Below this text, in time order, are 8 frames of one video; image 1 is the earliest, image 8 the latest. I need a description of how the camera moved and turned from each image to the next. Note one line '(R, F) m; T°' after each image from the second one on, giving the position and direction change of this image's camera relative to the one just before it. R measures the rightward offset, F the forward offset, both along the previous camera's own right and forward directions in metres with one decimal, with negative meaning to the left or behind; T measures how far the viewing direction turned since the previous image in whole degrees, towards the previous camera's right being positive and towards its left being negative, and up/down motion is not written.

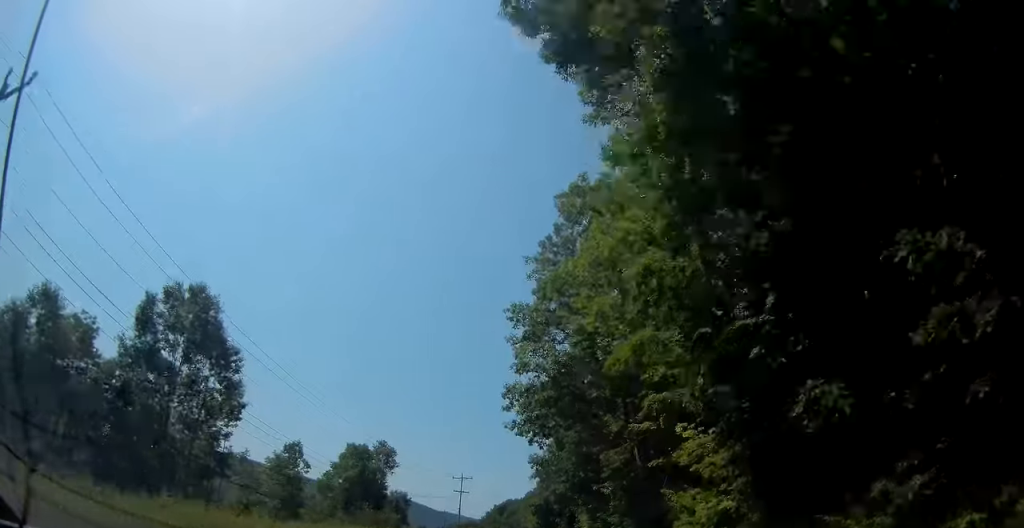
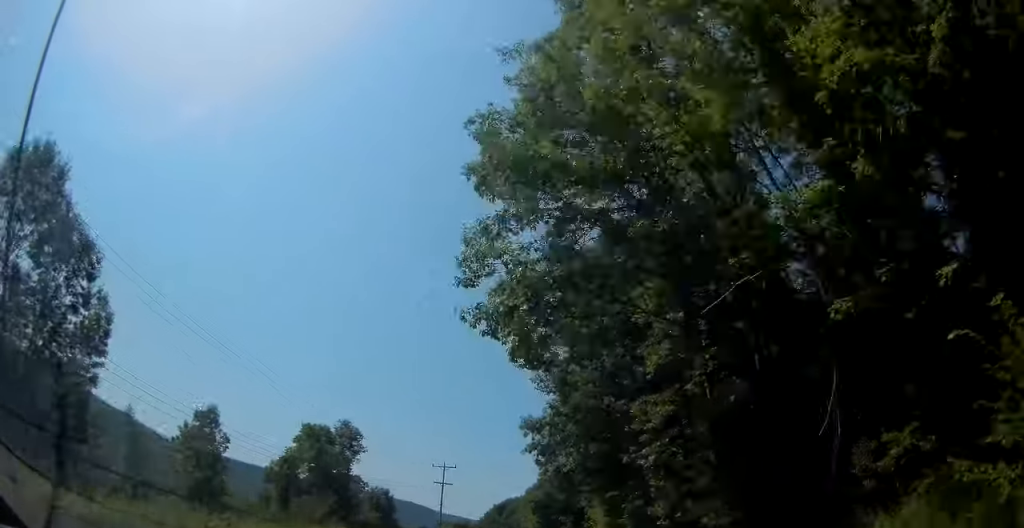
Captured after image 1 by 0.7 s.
(+0.2, +16.9) m; 0°
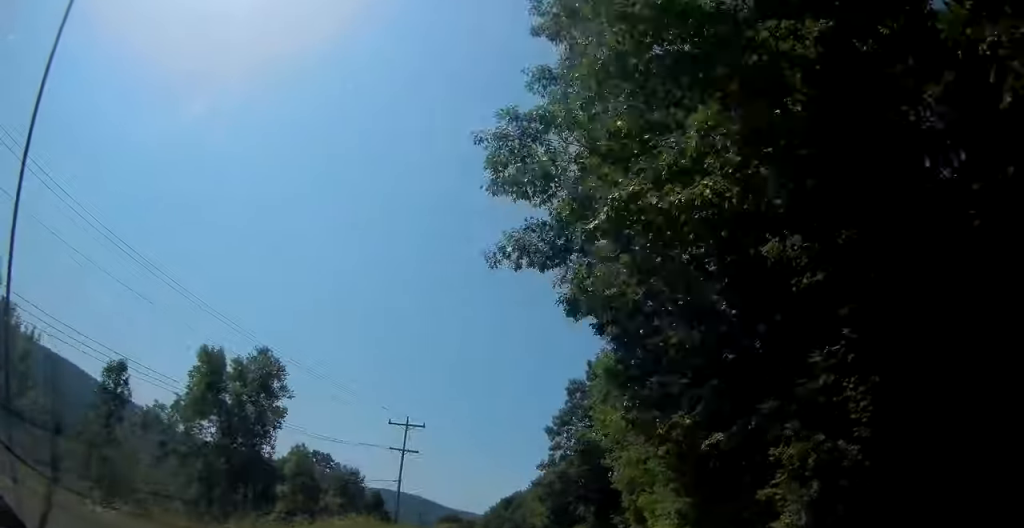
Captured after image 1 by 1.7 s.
(-0.3, +25.5) m; -1°
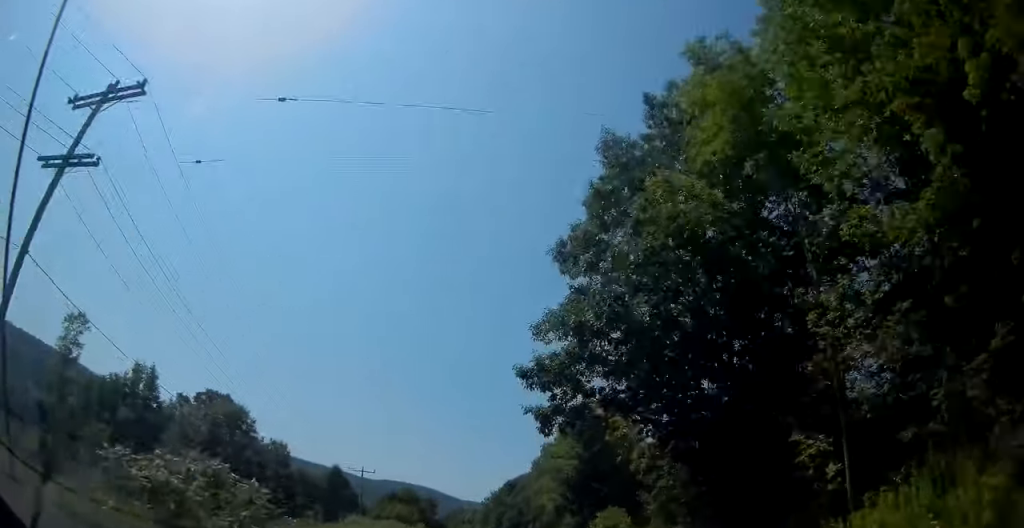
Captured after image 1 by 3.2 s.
(0.0, +39.8) m; 0°
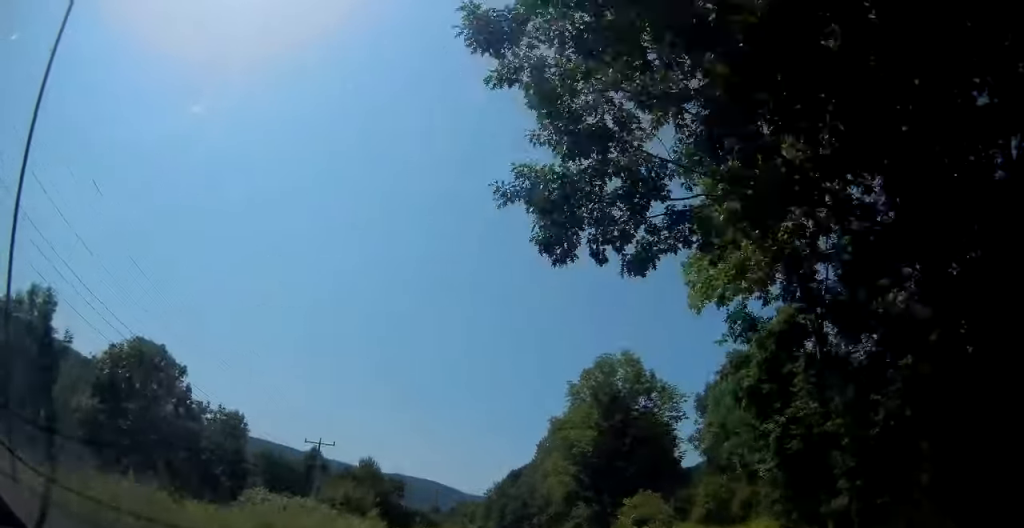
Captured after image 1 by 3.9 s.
(0.0, +16.0) m; -1°
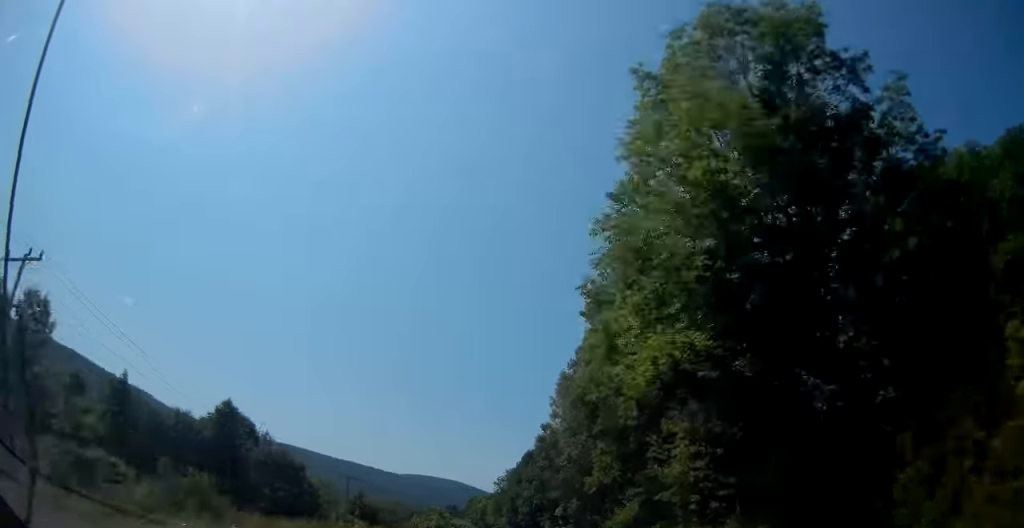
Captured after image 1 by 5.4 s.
(-0.8, +39.2) m; -2°
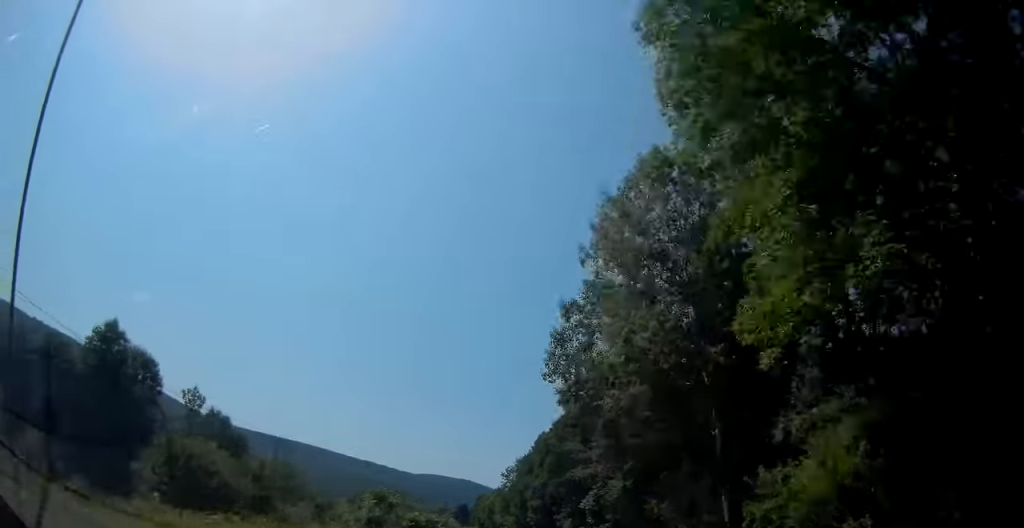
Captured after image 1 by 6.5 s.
(-0.4, +27.2) m; -2°
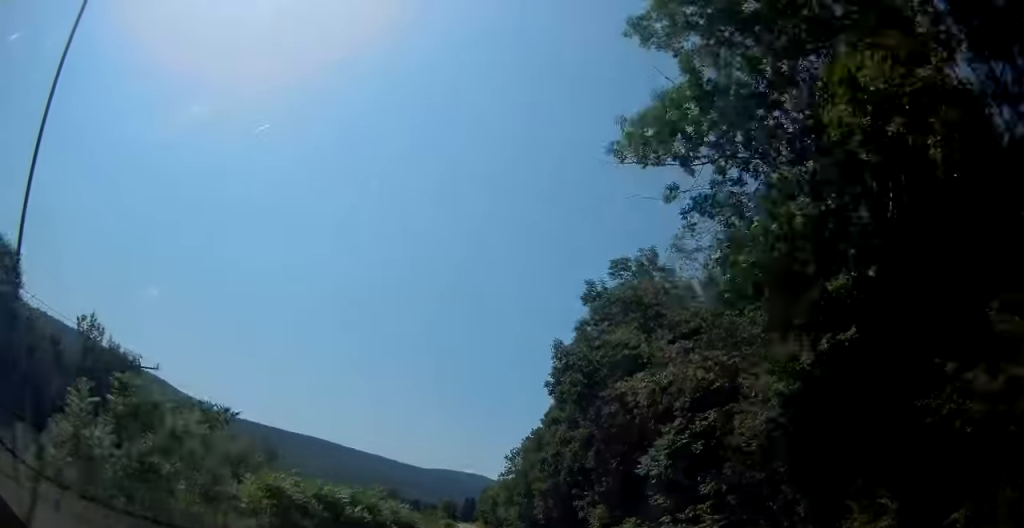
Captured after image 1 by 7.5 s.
(-0.3, +23.8) m; -1°
